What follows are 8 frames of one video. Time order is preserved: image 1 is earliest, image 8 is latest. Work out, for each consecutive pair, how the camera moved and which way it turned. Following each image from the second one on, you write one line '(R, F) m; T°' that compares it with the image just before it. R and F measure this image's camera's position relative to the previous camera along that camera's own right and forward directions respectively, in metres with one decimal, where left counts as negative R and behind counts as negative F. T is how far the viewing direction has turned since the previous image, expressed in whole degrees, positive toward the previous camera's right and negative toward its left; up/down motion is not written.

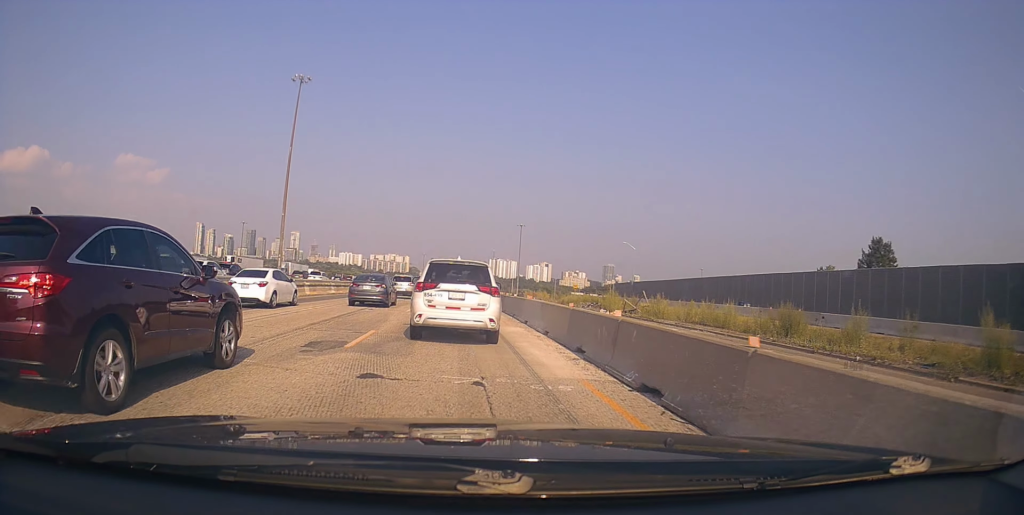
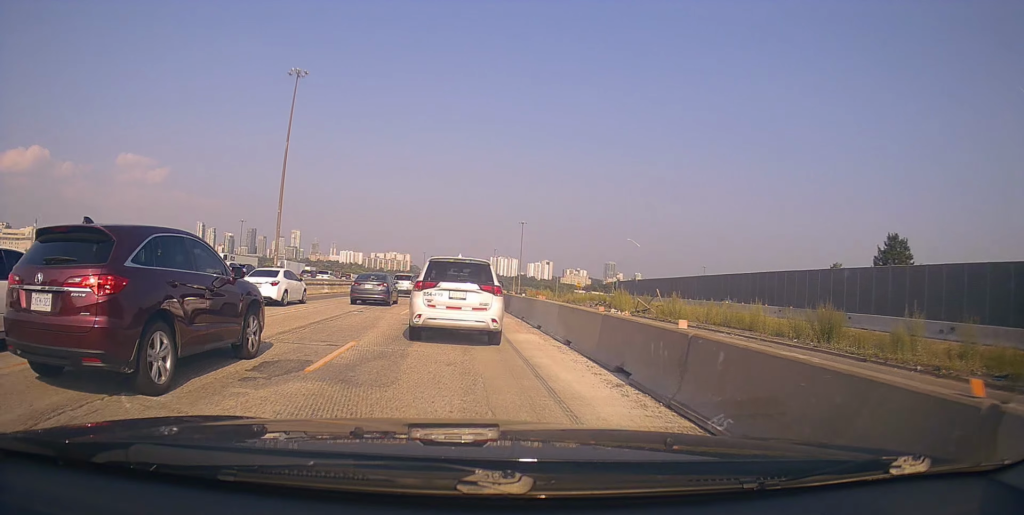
(0.0, +2.8) m; +1°
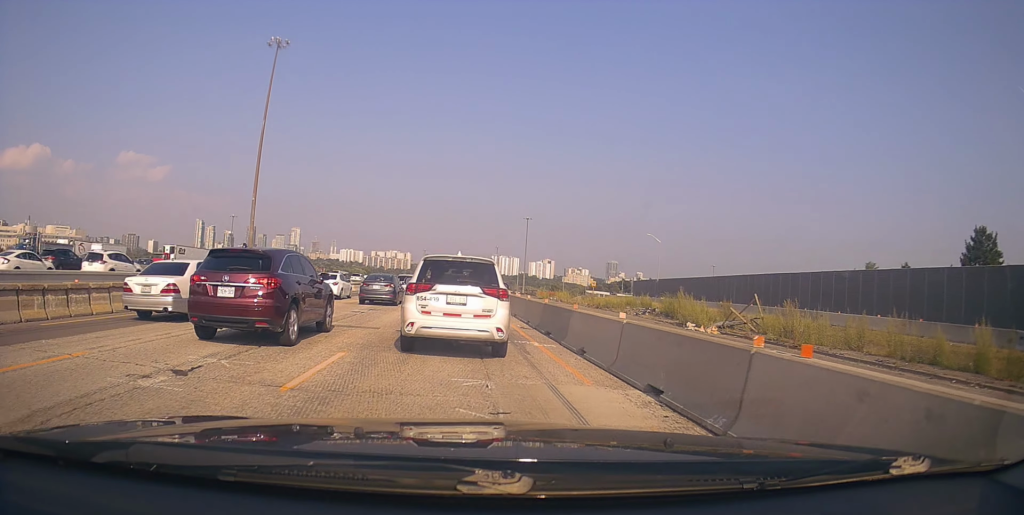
(+0.4, +13.8) m; -2°
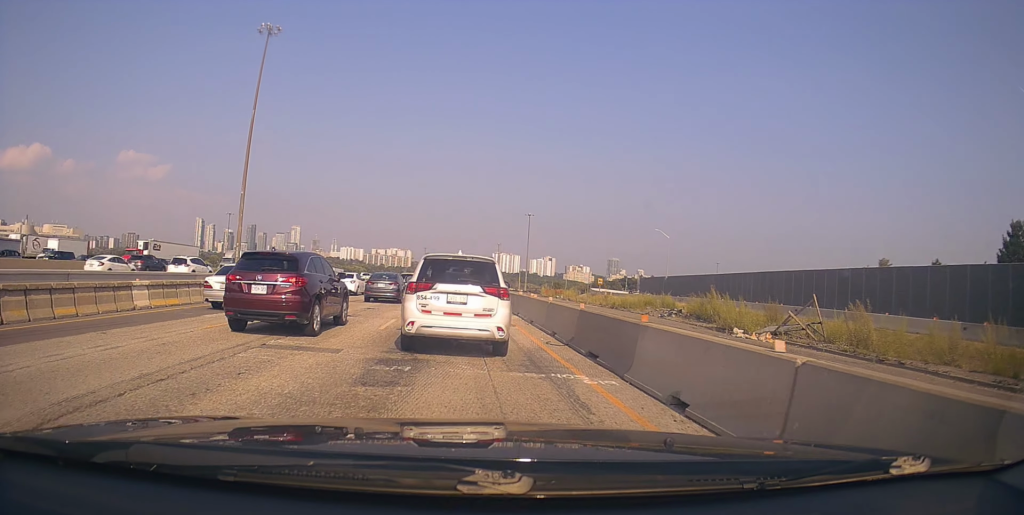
(-0.2, +5.0) m; +2°
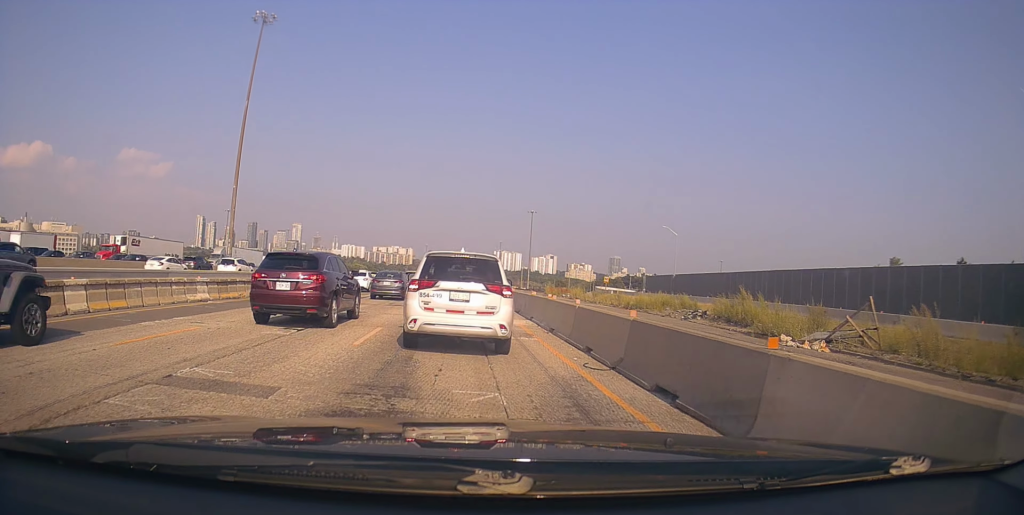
(+0.2, +3.7) m; +4°
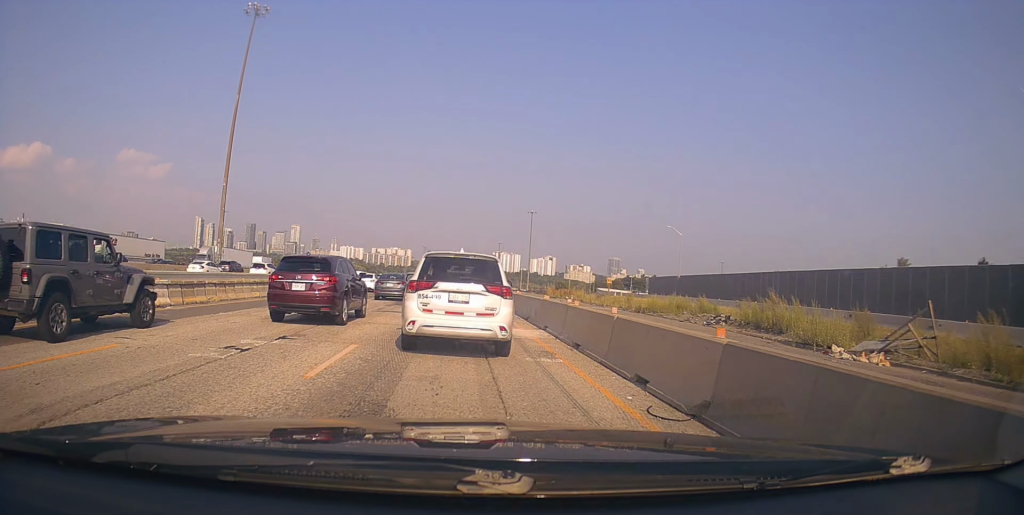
(0.0, +3.2) m; 0°
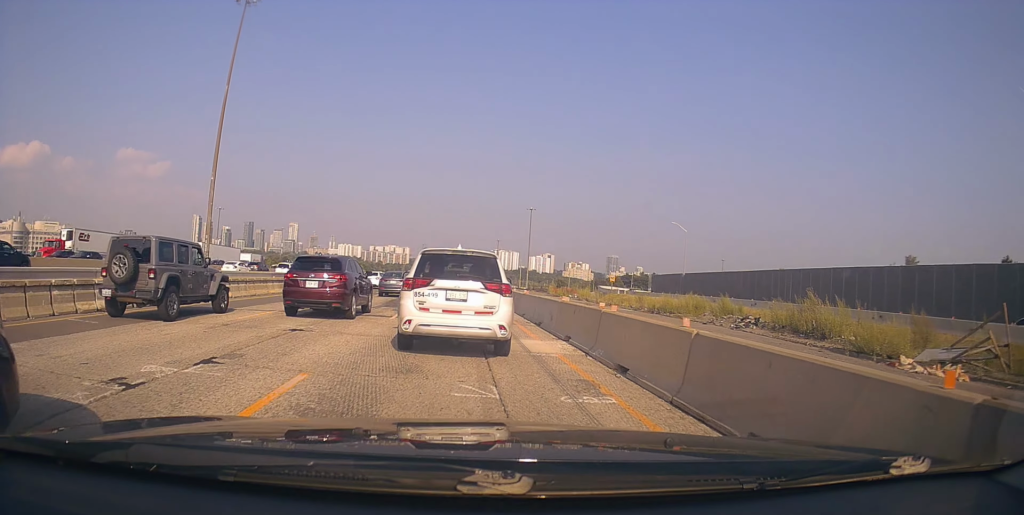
(0.0, +3.3) m; -1°
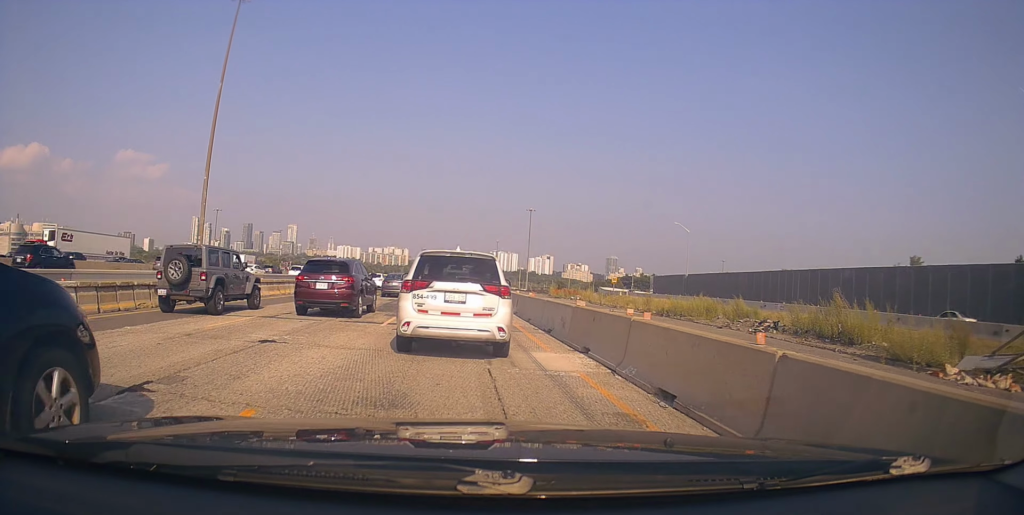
(0.0, +1.9) m; -1°
